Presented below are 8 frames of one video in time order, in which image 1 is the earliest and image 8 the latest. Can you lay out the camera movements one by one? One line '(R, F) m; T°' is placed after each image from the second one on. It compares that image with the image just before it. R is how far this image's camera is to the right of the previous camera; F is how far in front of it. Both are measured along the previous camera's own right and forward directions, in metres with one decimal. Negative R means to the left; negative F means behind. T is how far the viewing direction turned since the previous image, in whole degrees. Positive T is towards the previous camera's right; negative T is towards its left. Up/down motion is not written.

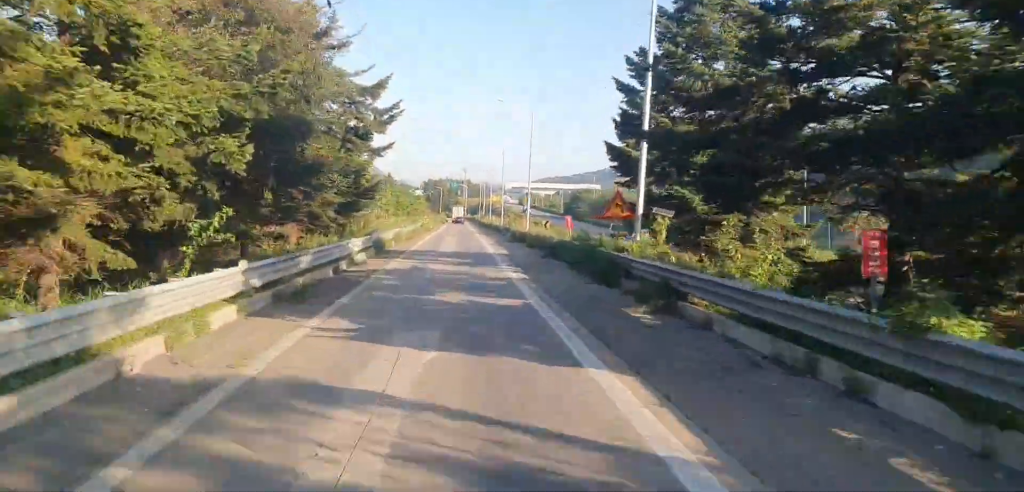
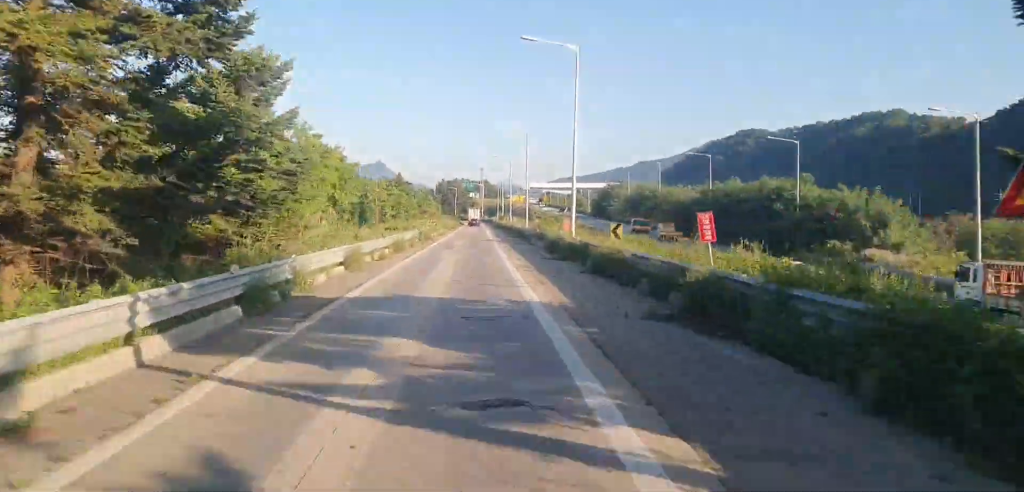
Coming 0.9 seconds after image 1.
(-0.7, +20.2) m; -3°
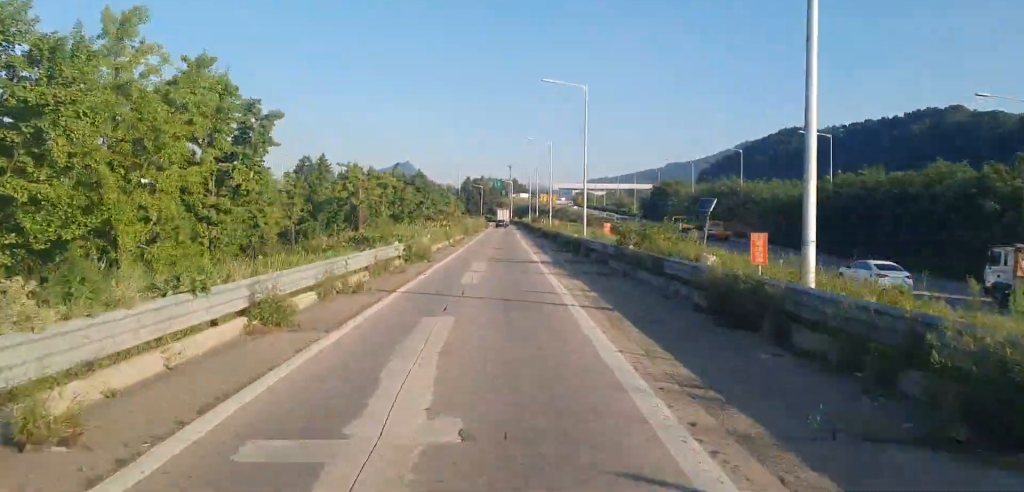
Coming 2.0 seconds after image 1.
(-0.7, +25.2) m; -2°
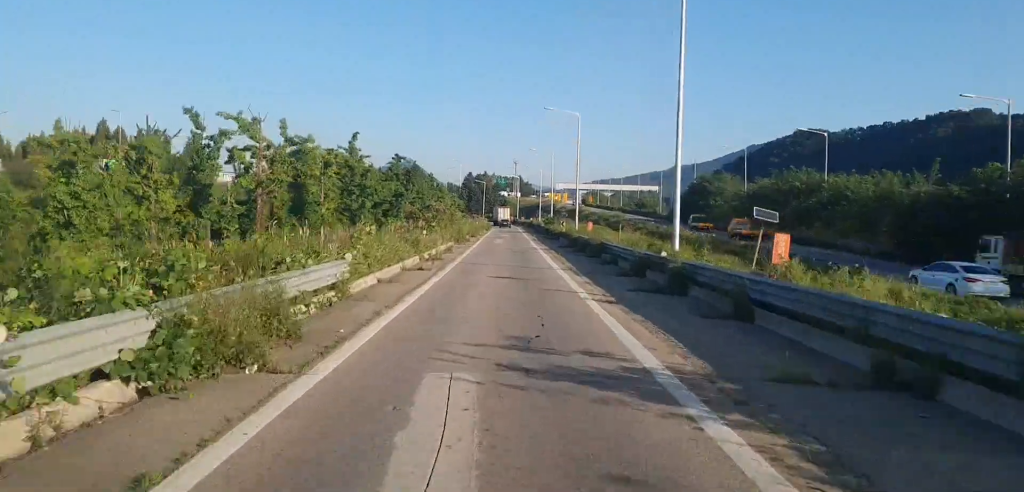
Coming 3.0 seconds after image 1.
(-0.2, +23.1) m; 0°
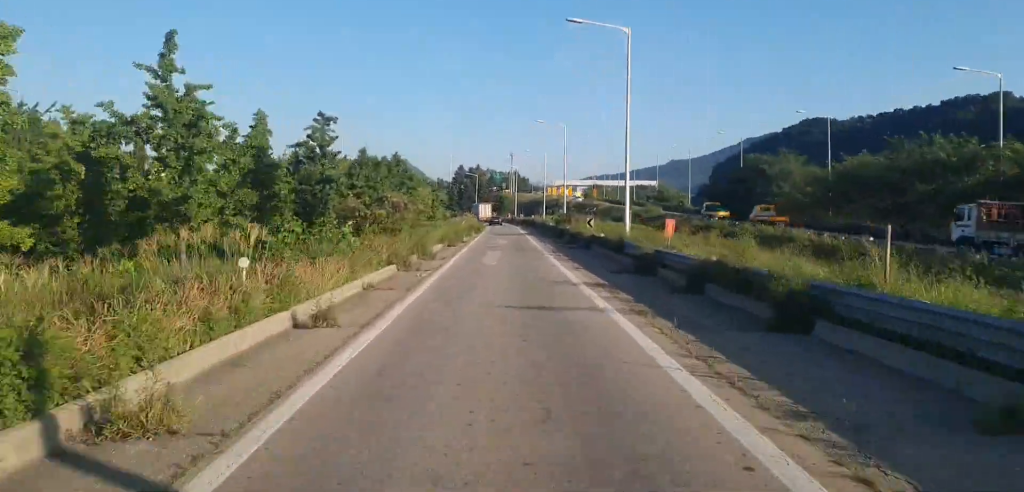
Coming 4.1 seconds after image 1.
(+0.3, +25.8) m; +1°
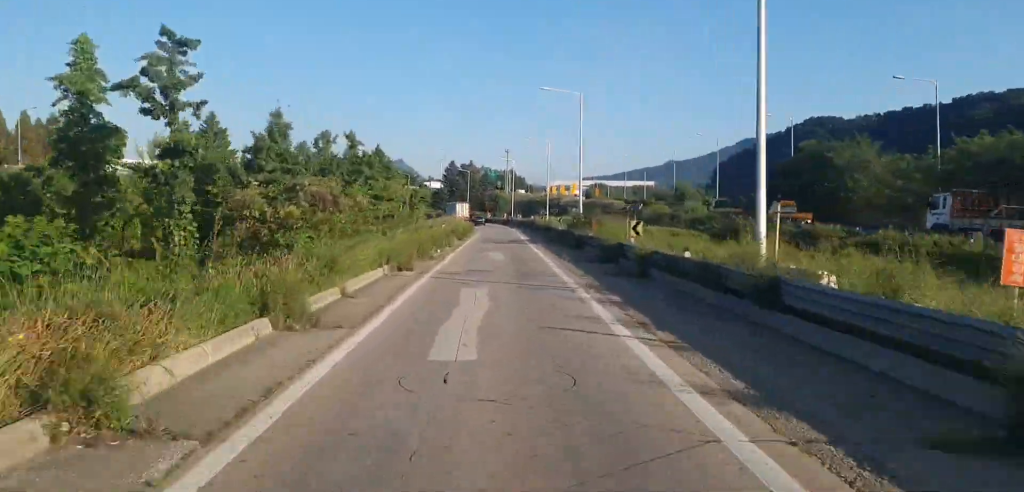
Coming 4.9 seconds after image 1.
(+0.1, +18.2) m; 0°
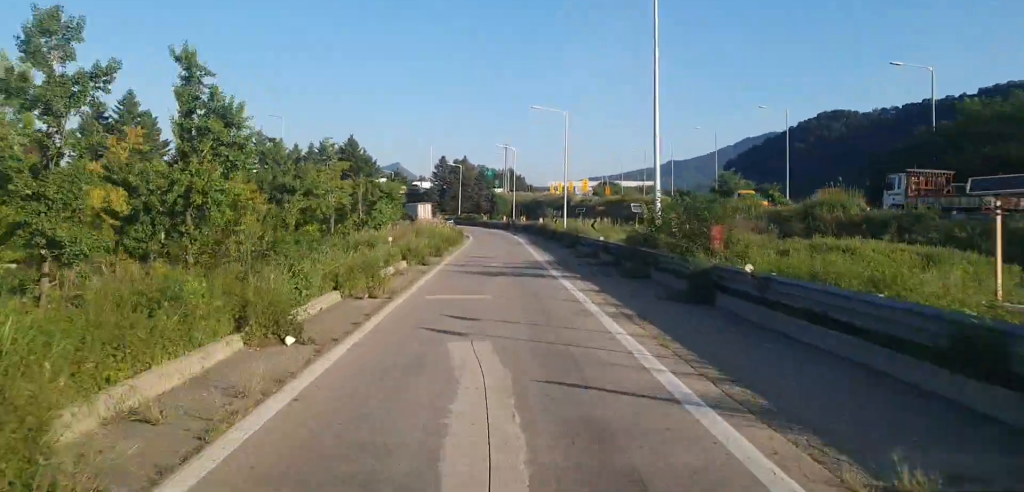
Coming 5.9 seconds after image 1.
(0.0, +25.3) m; +1°
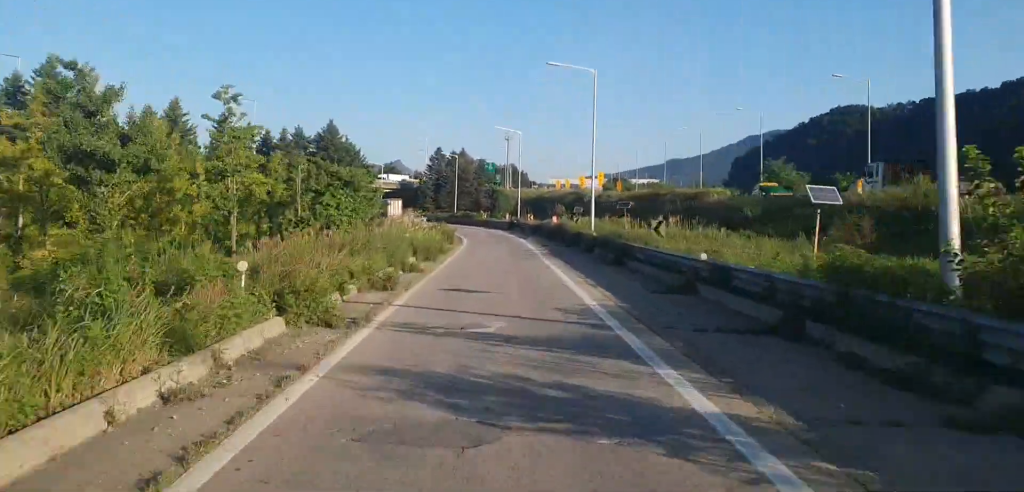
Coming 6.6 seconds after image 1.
(+0.1, +16.6) m; +1°
